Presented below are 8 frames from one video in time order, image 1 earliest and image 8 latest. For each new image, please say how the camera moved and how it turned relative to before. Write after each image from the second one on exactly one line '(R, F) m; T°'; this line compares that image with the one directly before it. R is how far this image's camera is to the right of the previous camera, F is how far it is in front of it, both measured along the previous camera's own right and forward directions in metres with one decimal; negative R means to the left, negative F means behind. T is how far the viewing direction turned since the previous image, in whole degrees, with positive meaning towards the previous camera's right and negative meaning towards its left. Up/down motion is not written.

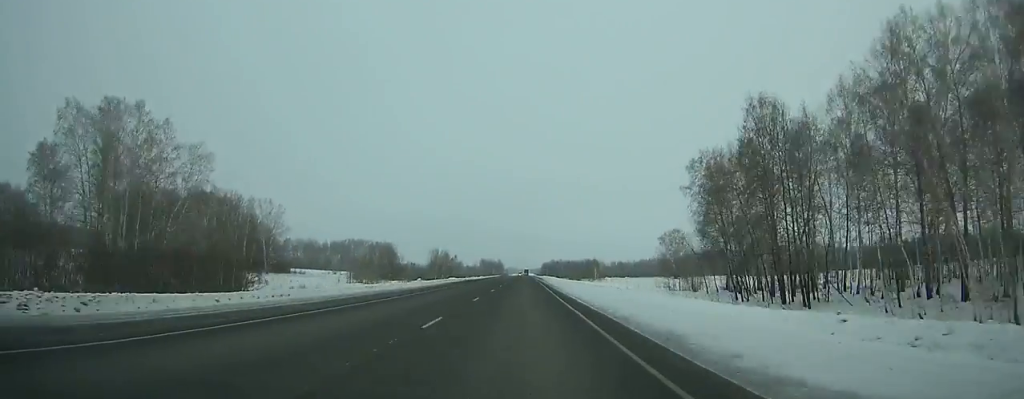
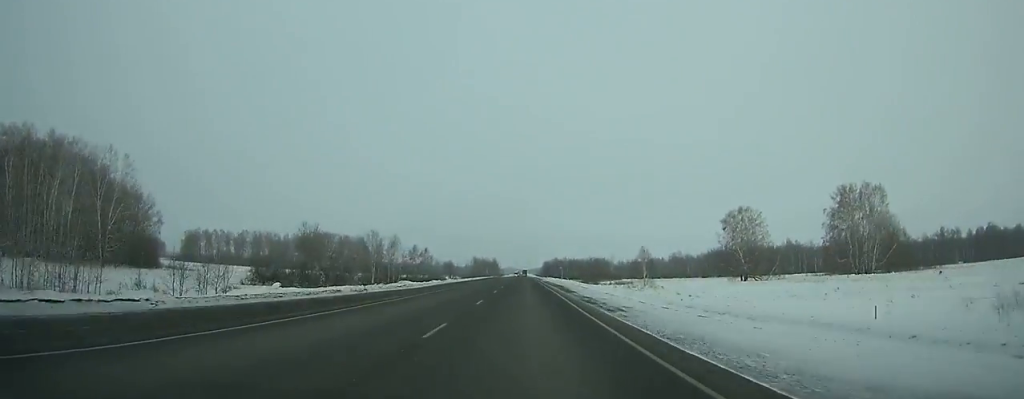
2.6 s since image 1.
(+0.1, +72.5) m; 0°
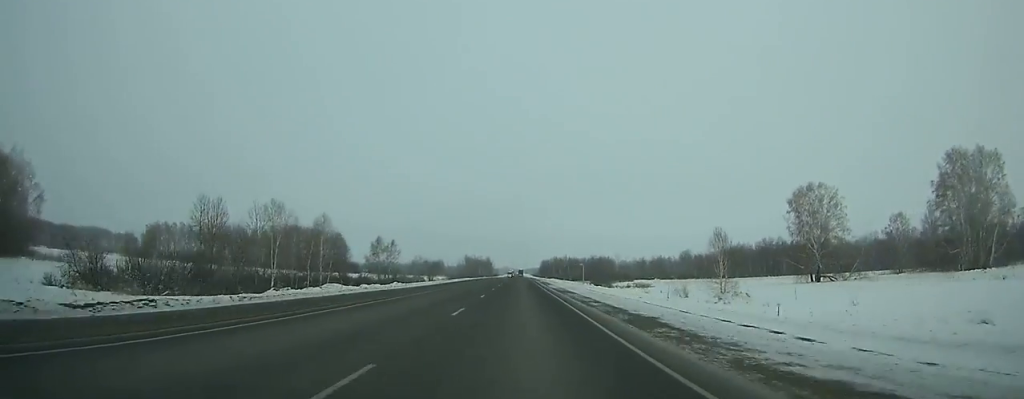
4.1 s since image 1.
(0.0, +41.3) m; 0°
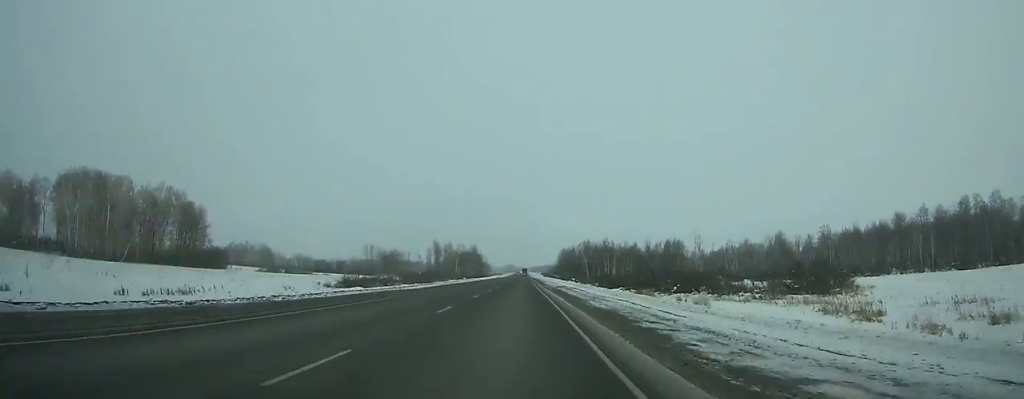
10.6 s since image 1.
(-0.7, +175.9) m; -1°
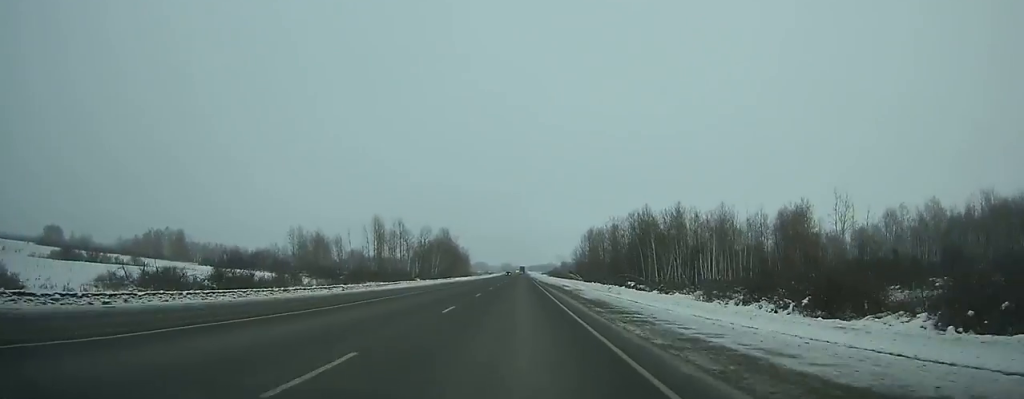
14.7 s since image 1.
(-0.6, +109.0) m; 0°
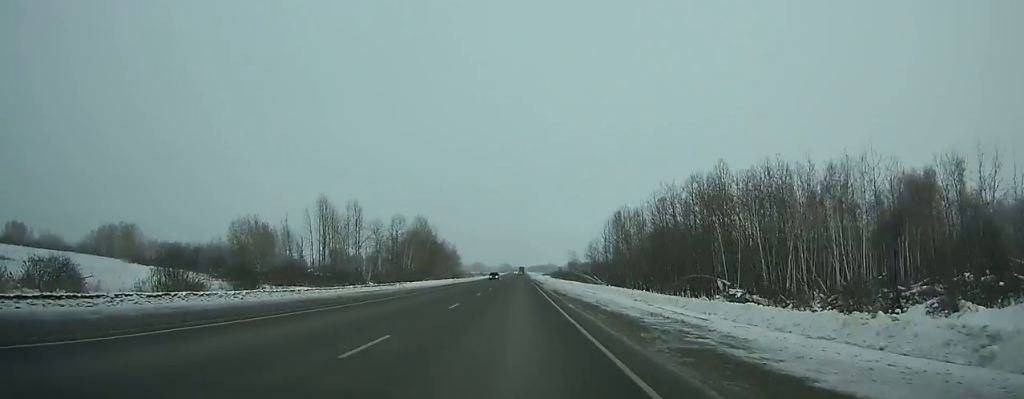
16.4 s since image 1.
(+0.3, +45.0) m; 0°
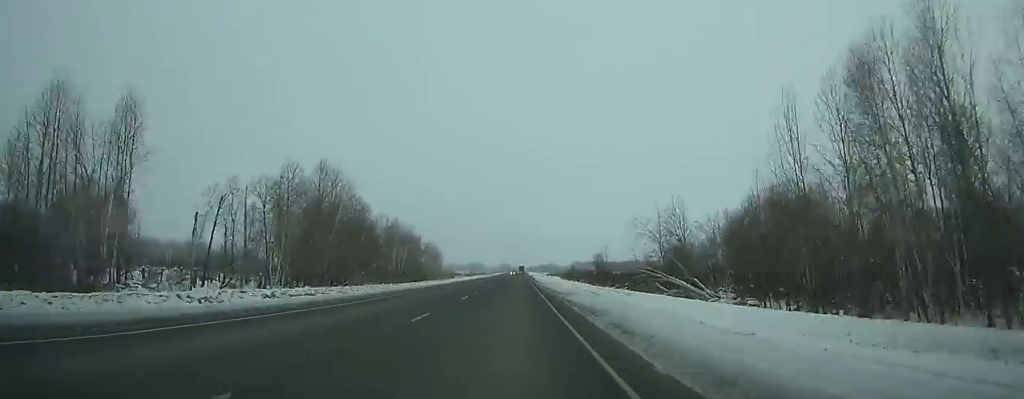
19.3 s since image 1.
(+0.2, +77.0) m; 0°
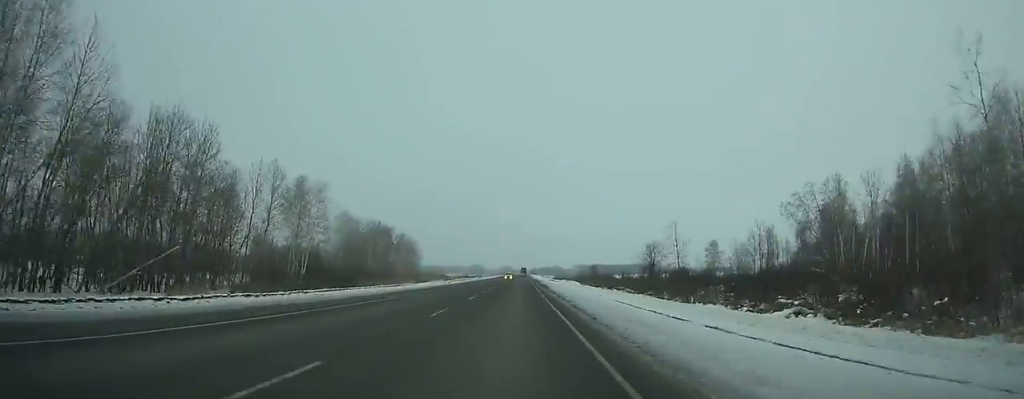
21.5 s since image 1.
(-0.1, +58.7) m; 0°
